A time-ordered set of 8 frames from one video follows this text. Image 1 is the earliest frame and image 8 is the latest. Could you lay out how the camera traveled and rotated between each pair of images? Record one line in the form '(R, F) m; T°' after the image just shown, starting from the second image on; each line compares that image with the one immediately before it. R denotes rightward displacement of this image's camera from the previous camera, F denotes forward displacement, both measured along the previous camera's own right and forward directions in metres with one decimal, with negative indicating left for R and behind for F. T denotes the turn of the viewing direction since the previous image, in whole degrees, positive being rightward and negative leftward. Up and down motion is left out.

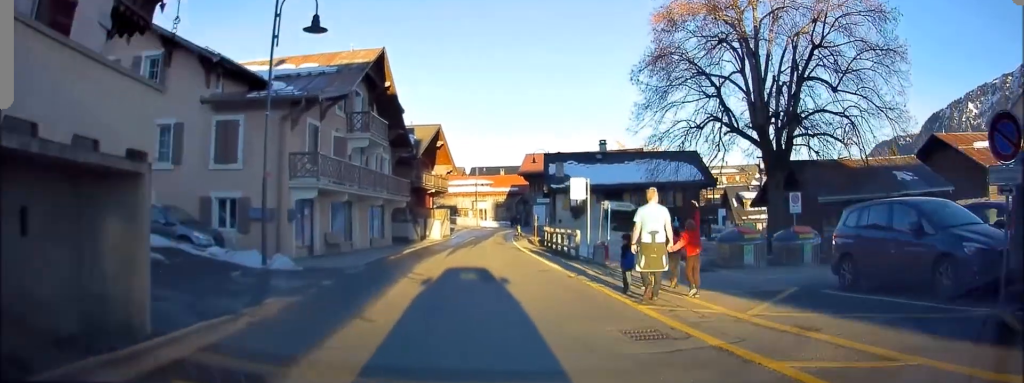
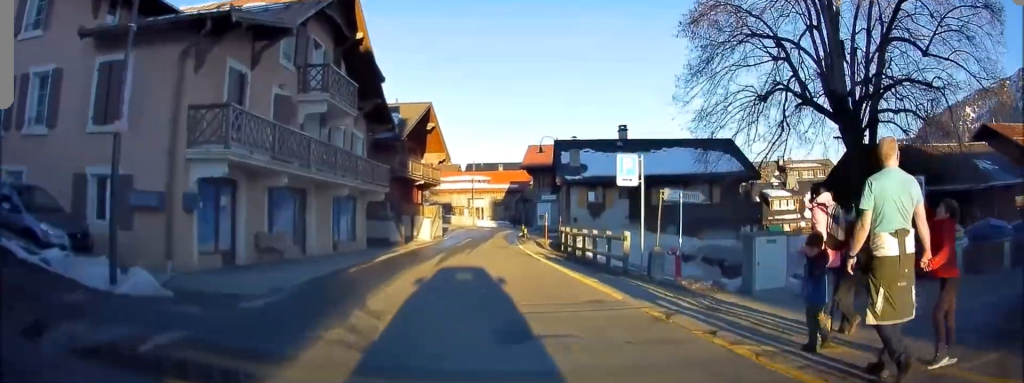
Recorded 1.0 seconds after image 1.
(+0.1, +7.1) m; +1°
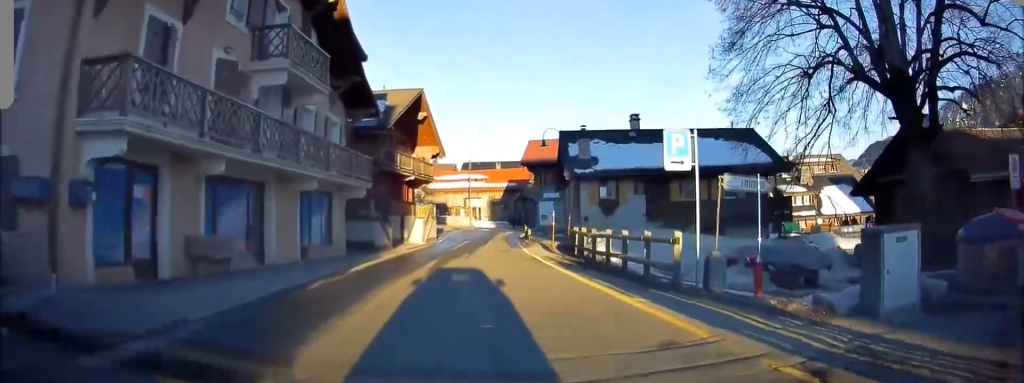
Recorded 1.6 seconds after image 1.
(0.0, +4.0) m; 0°
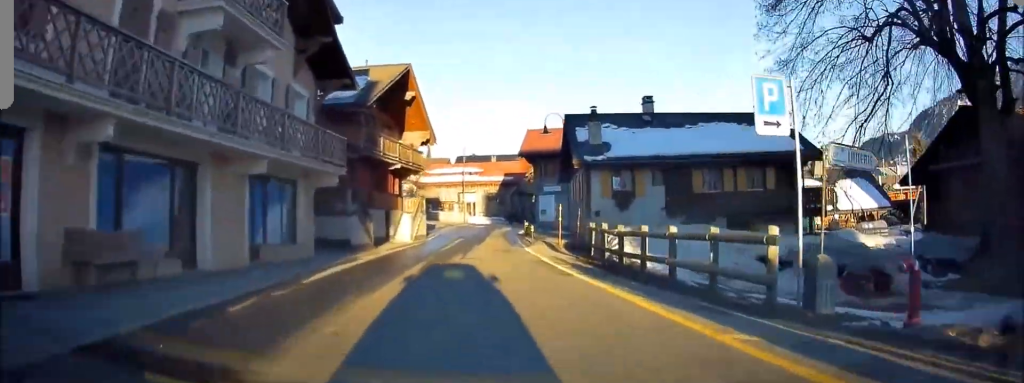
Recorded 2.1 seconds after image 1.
(0.0, +3.8) m; 0°
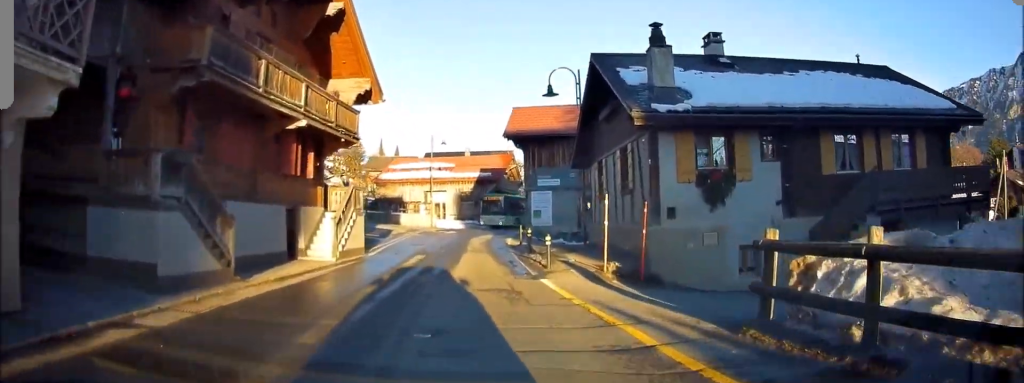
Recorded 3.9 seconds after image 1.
(-0.2, +12.2) m; +2°
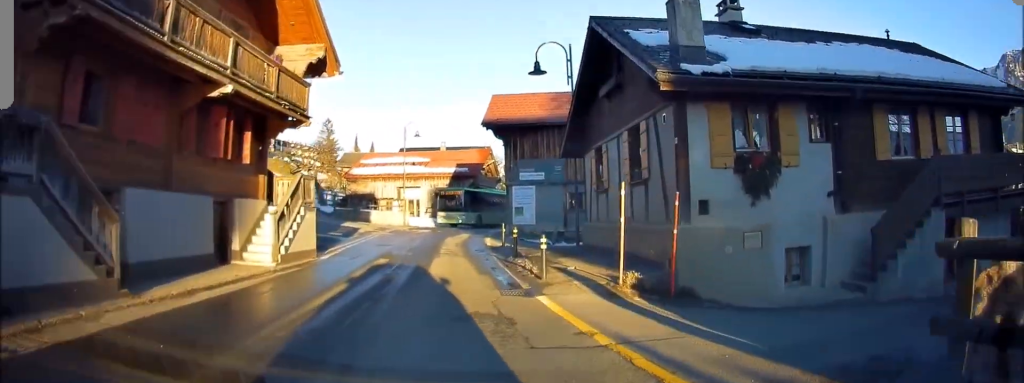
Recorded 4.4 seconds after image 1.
(+0.1, +3.1) m; +1°
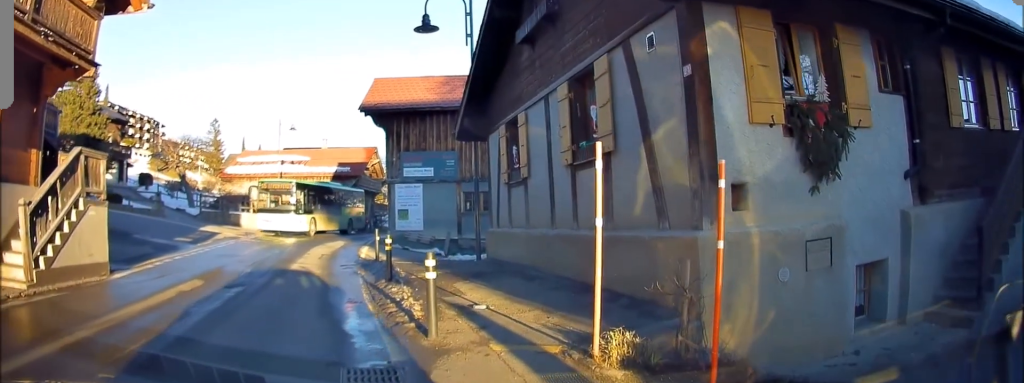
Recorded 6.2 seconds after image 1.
(+0.1, +6.8) m; 0°
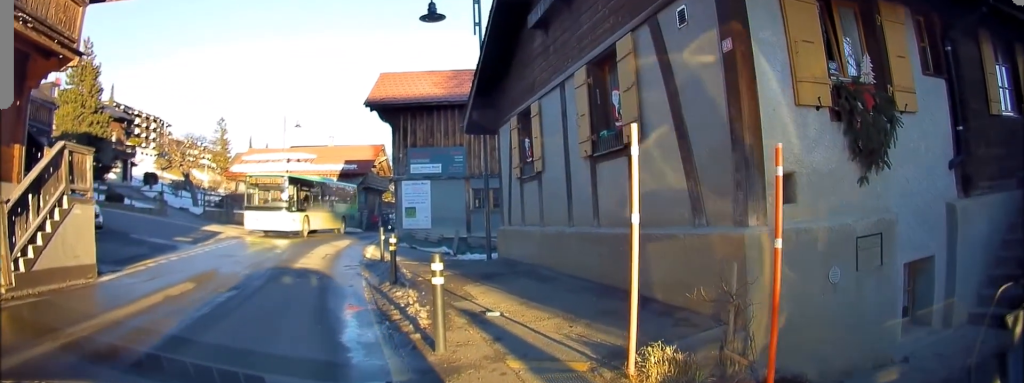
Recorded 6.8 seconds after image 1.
(+0.1, +0.8) m; 0°
